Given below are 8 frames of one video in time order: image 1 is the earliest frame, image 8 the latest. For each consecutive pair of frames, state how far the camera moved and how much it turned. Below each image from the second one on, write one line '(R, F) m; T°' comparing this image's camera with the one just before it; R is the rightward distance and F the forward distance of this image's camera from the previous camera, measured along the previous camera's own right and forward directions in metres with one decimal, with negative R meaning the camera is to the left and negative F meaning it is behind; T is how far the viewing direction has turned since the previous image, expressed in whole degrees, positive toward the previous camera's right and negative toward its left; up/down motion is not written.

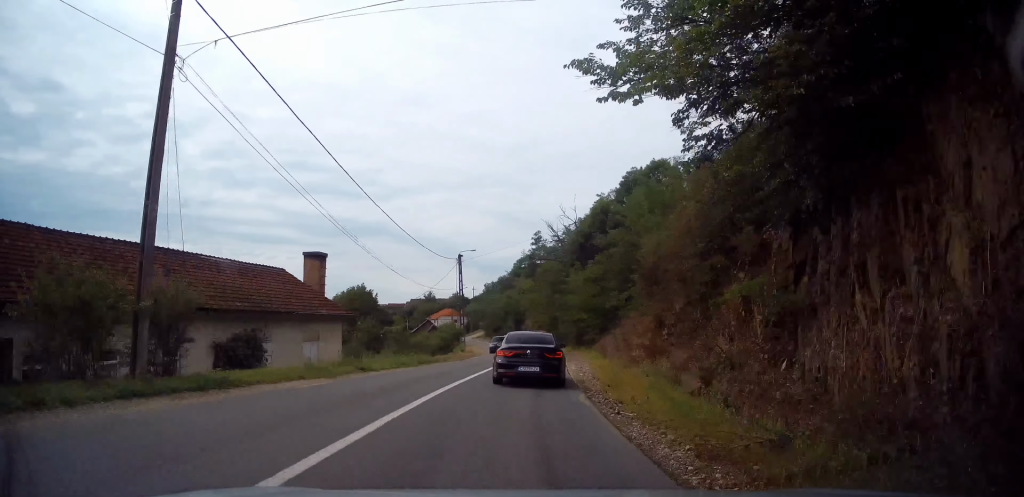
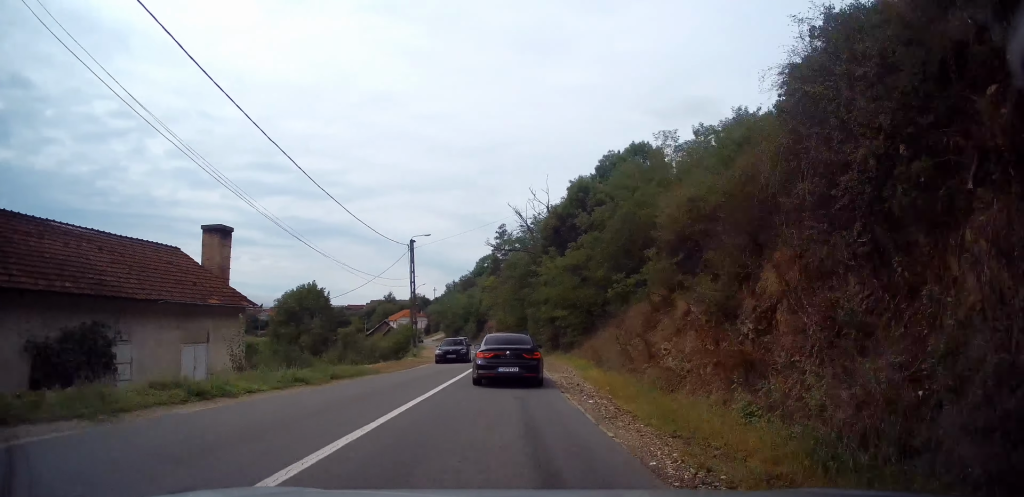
(+0.4, +7.9) m; +5°
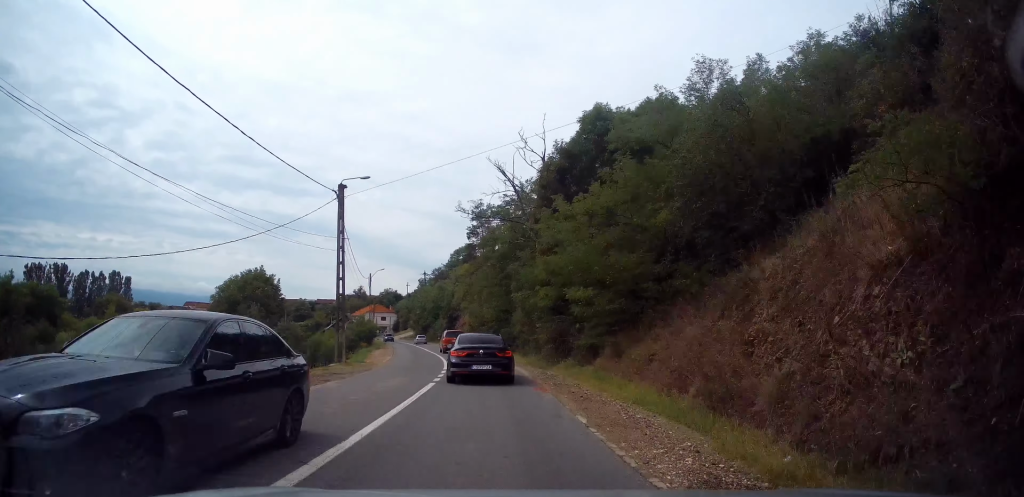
(+0.5, +14.1) m; +2°
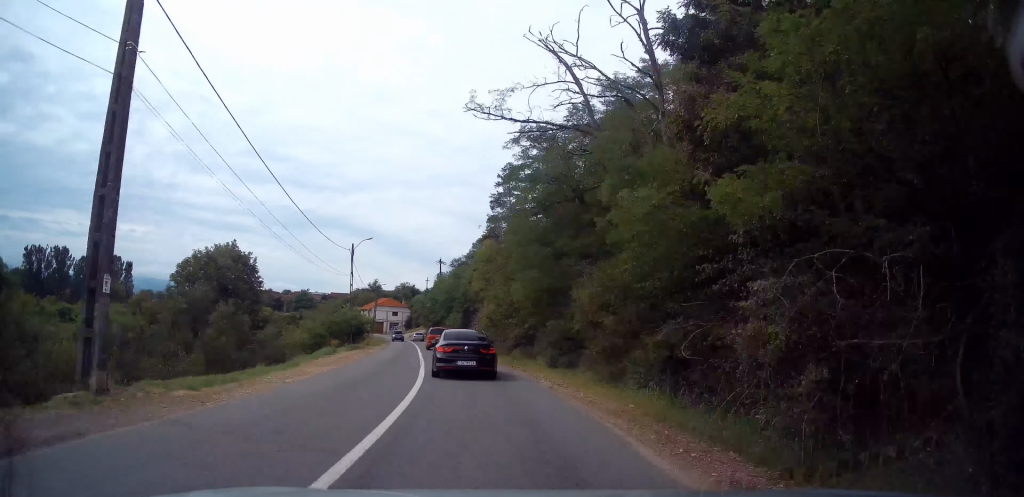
(-0.1, +18.1) m; -2°
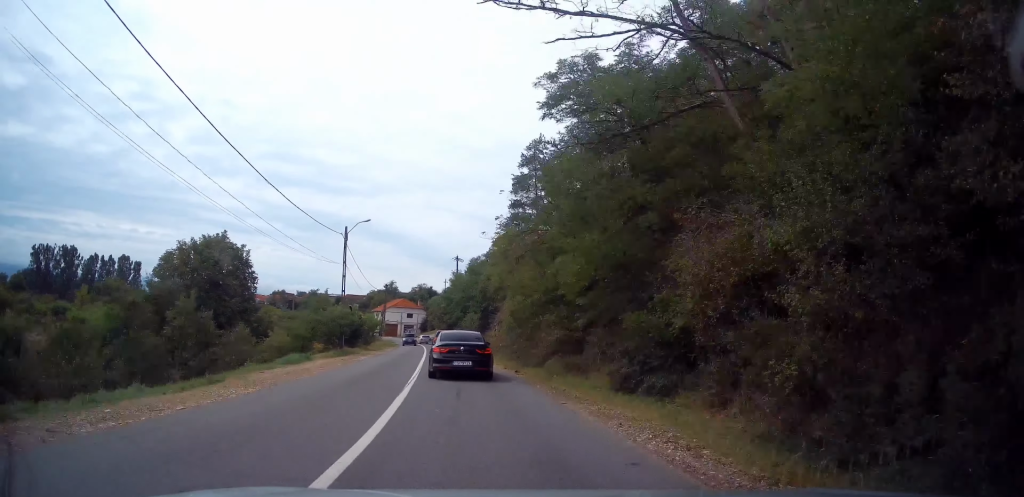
(-0.1, +8.2) m; -2°
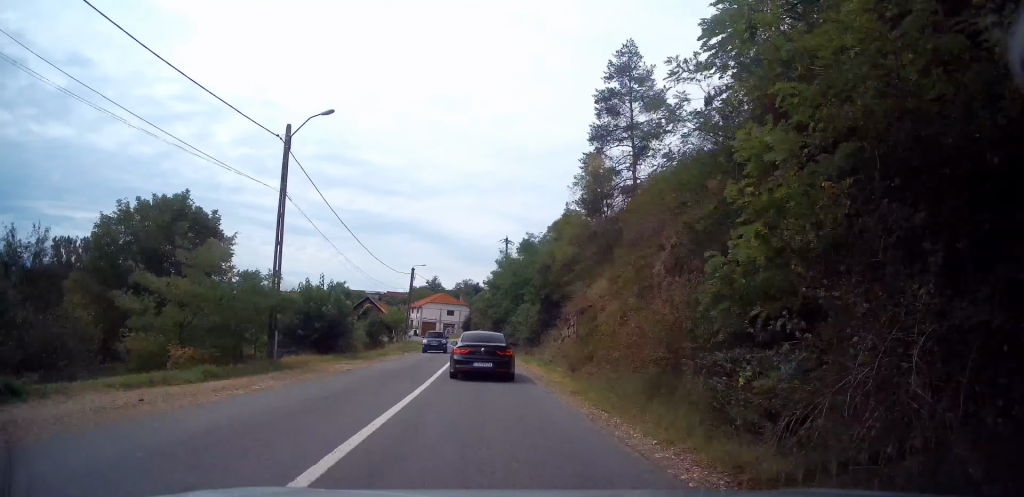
(-0.8, +18.7) m; -4°
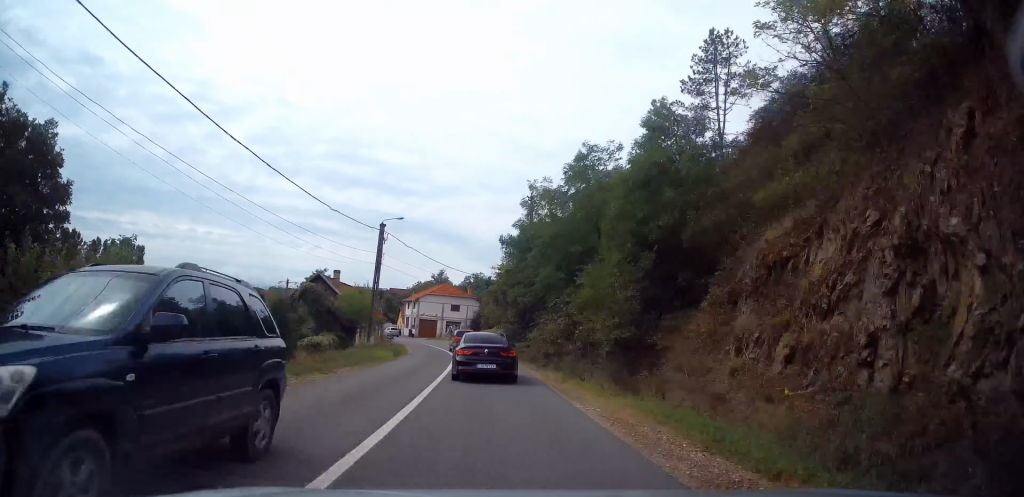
(-0.5, +24.1) m; -2°
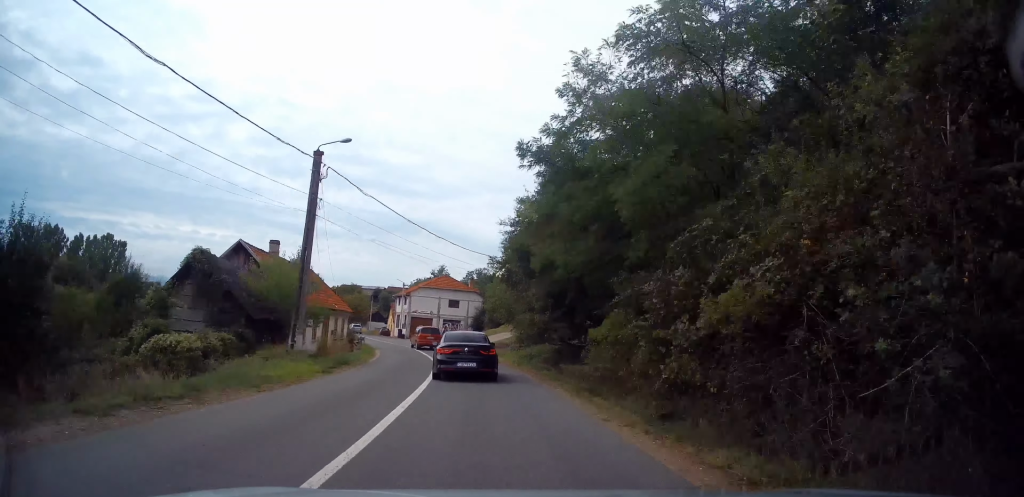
(-0.1, +14.7) m; -1°
